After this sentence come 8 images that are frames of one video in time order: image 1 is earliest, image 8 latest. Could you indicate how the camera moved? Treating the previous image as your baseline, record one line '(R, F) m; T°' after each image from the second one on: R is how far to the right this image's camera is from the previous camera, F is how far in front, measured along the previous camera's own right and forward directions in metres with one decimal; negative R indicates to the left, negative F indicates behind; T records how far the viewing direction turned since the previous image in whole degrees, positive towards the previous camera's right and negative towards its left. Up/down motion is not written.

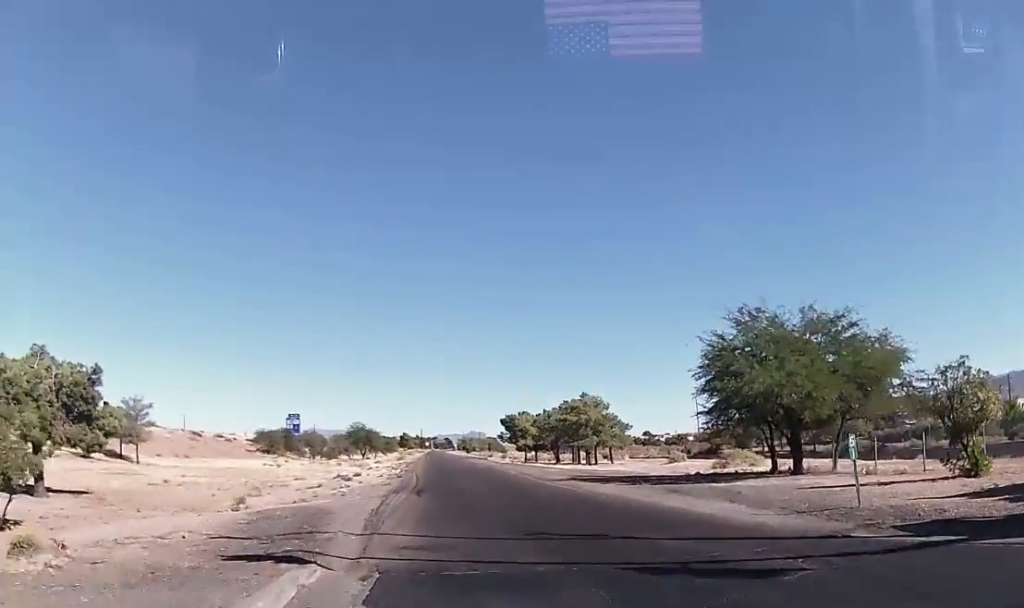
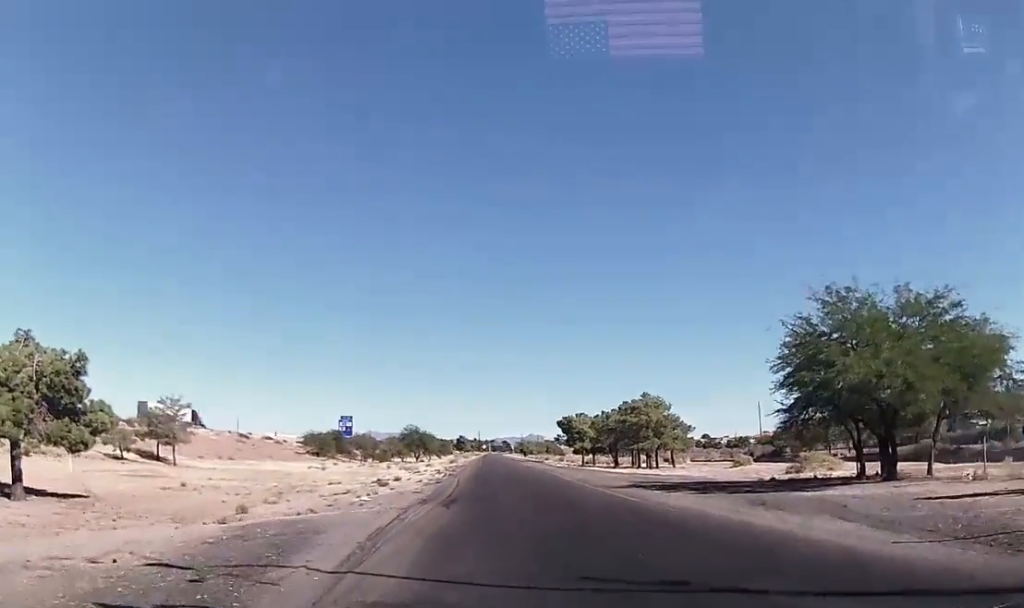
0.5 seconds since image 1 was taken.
(-0.1, +3.7) m; -7°
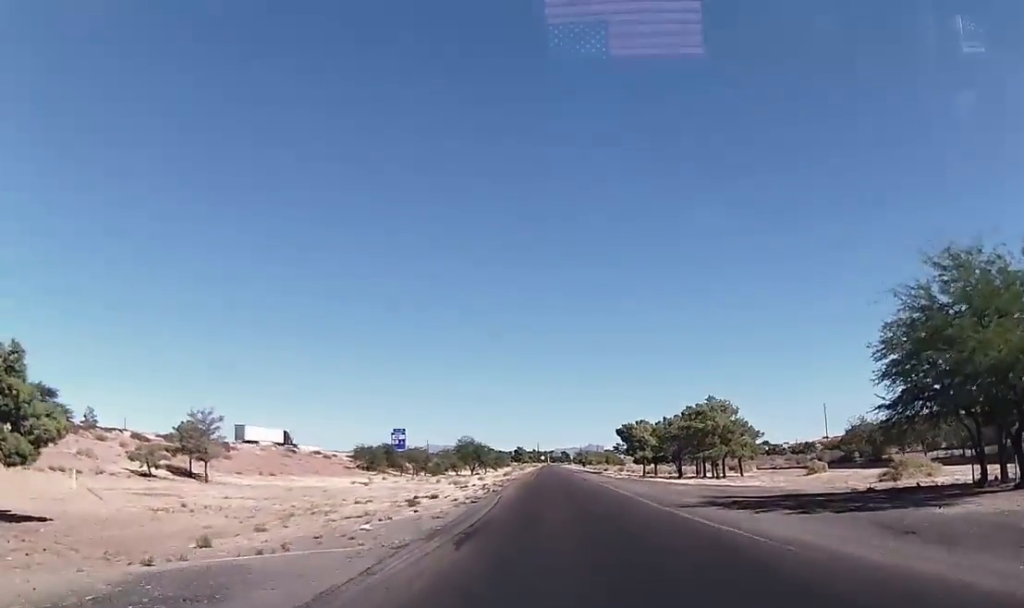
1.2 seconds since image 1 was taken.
(-0.6, +5.0) m; -4°
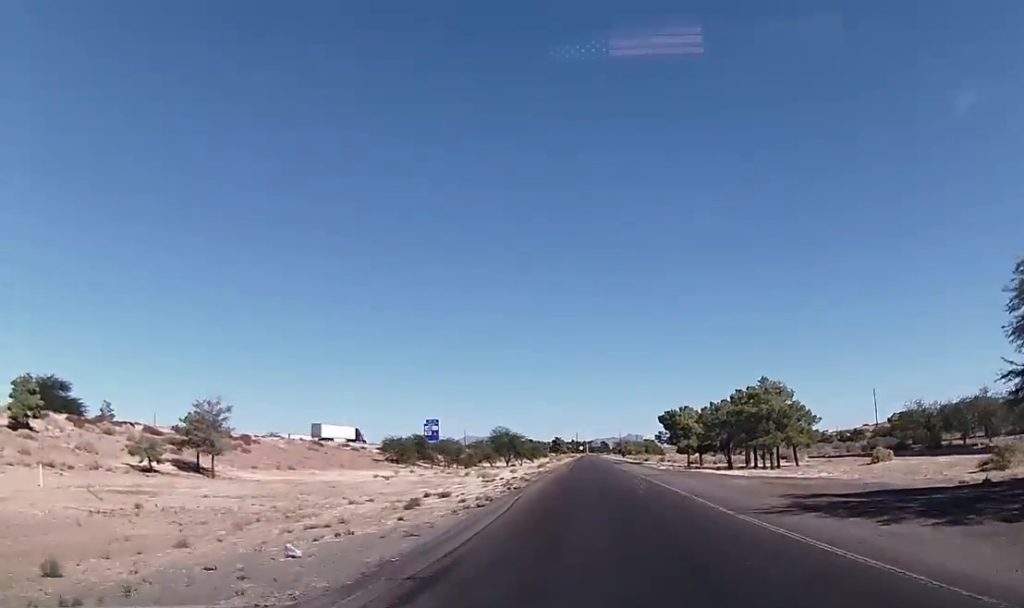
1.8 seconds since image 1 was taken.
(-0.2, +6.1) m; -3°
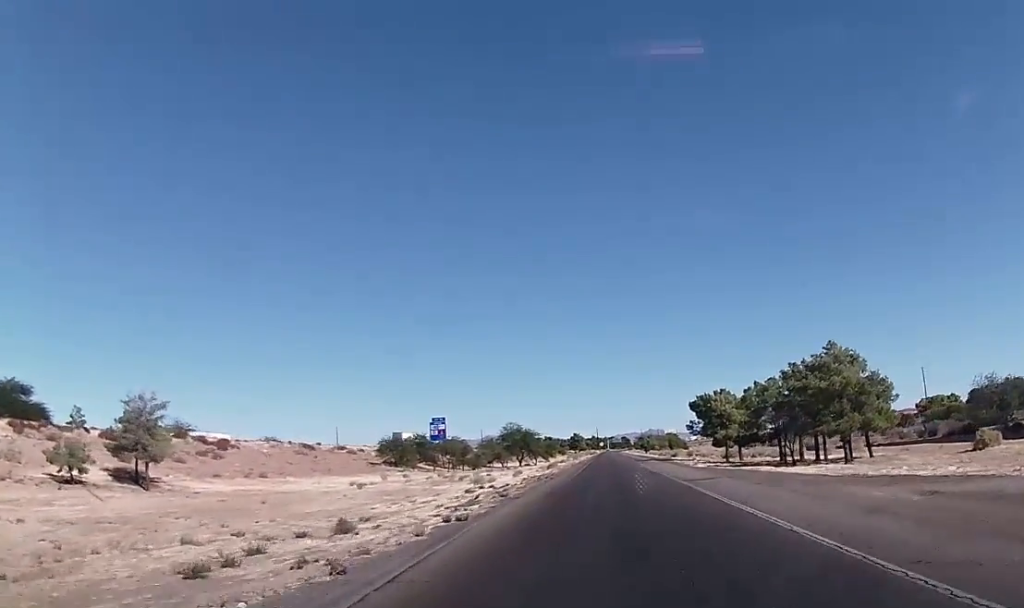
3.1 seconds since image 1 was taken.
(-0.4, +13.3) m; -3°
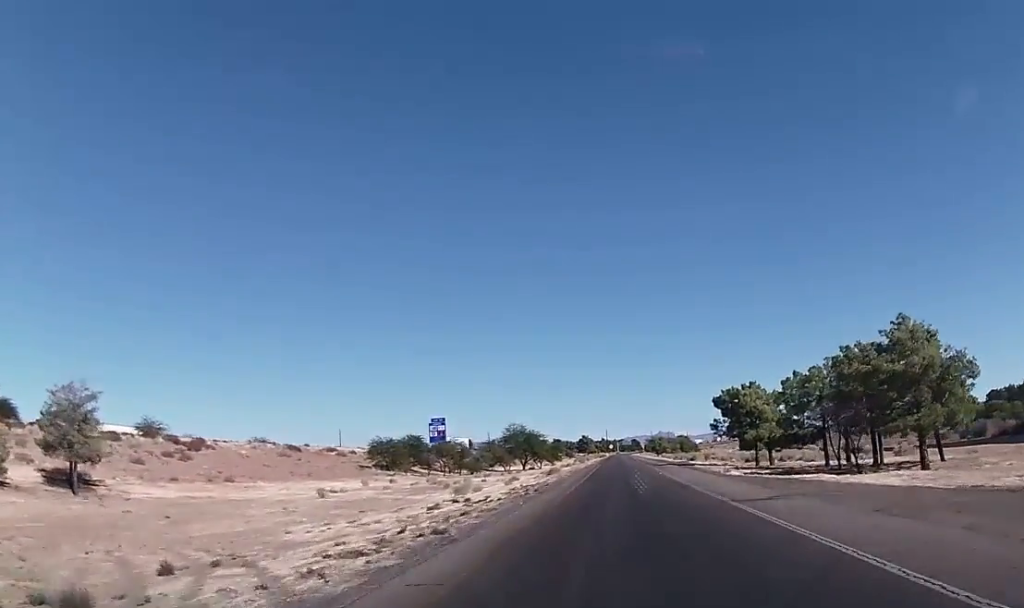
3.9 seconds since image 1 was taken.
(-0.1, +9.6) m; -1°
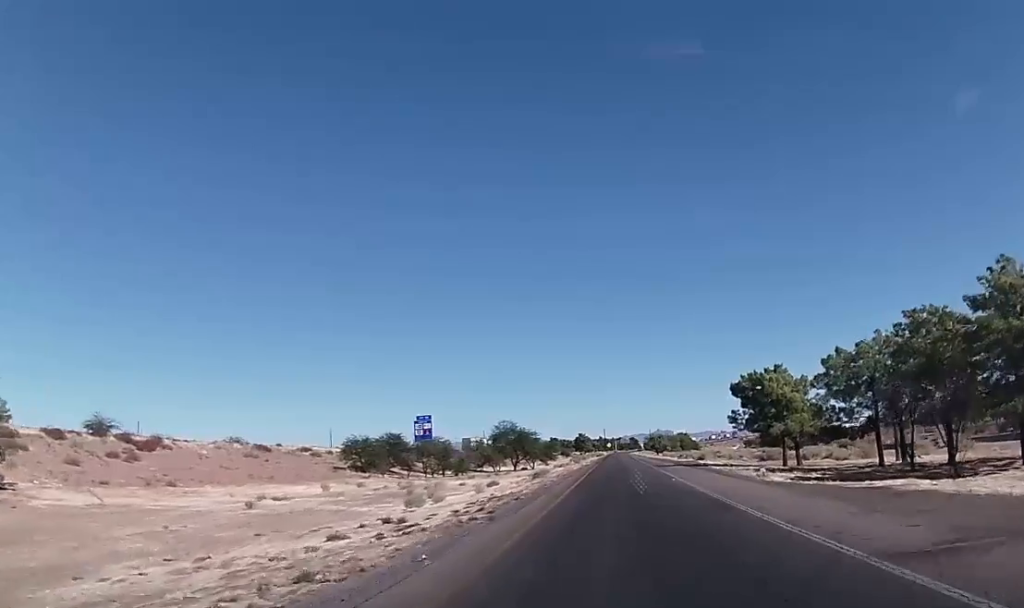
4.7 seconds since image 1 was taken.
(0.0, +9.9) m; -1°
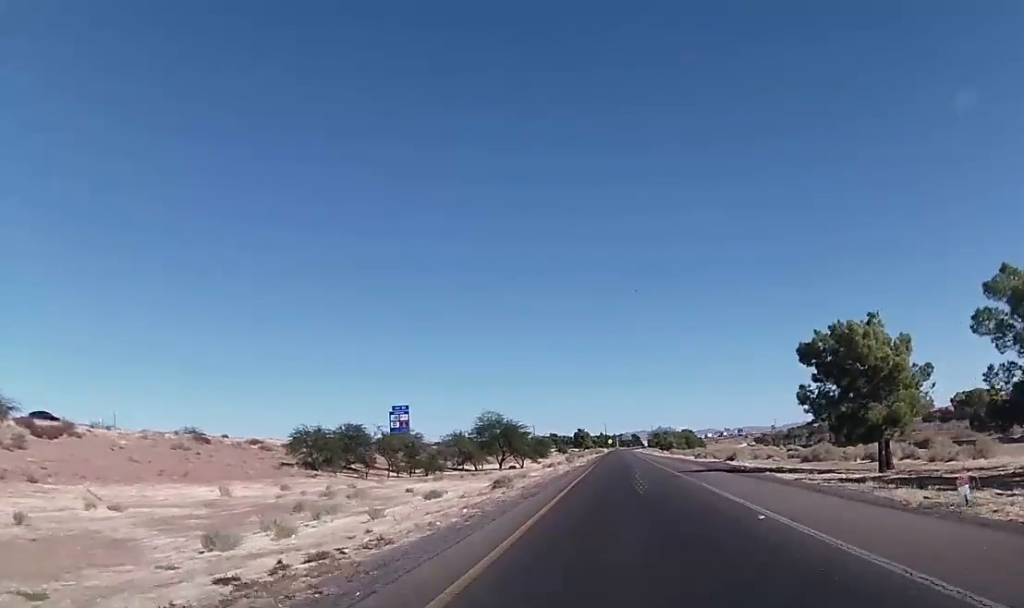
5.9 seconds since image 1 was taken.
(-0.3, +17.7) m; -2°
